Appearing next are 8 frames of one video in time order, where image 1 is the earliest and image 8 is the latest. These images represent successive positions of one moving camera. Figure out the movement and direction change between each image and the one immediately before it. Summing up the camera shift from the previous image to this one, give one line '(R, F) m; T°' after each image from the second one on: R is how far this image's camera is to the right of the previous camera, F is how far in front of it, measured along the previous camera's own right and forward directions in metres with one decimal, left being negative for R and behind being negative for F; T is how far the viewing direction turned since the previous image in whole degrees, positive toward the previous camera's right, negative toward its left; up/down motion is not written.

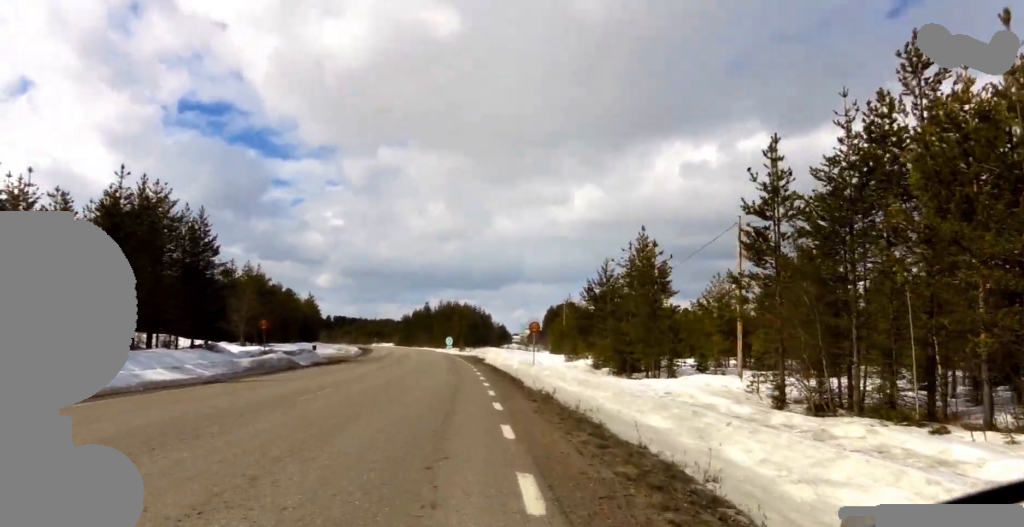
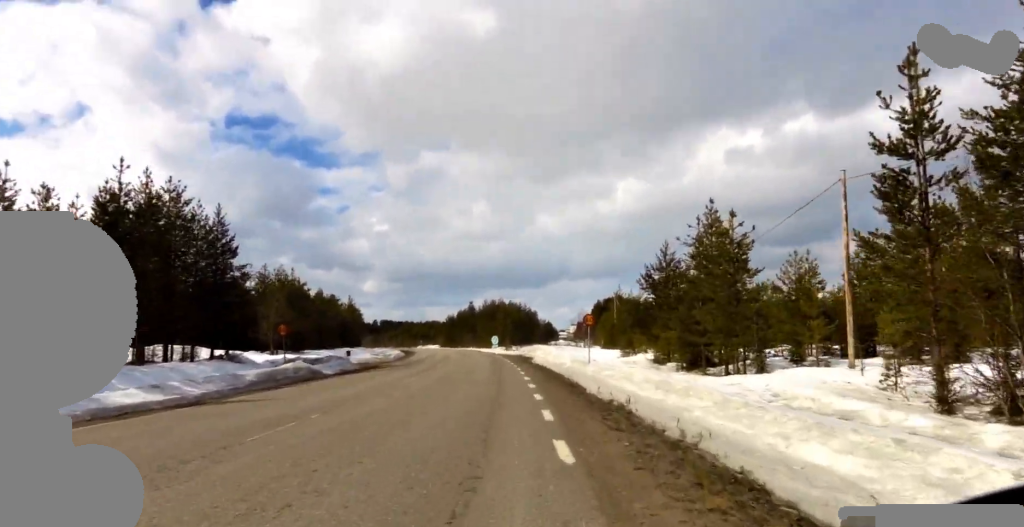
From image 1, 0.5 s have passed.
(+0.1, +4.5) m; 0°
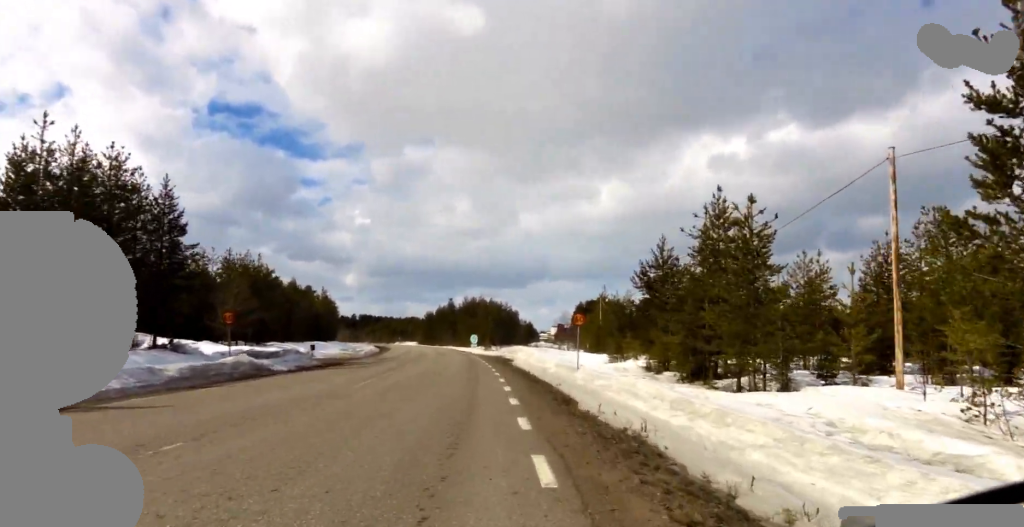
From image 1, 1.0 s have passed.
(-0.1, +3.6) m; 0°
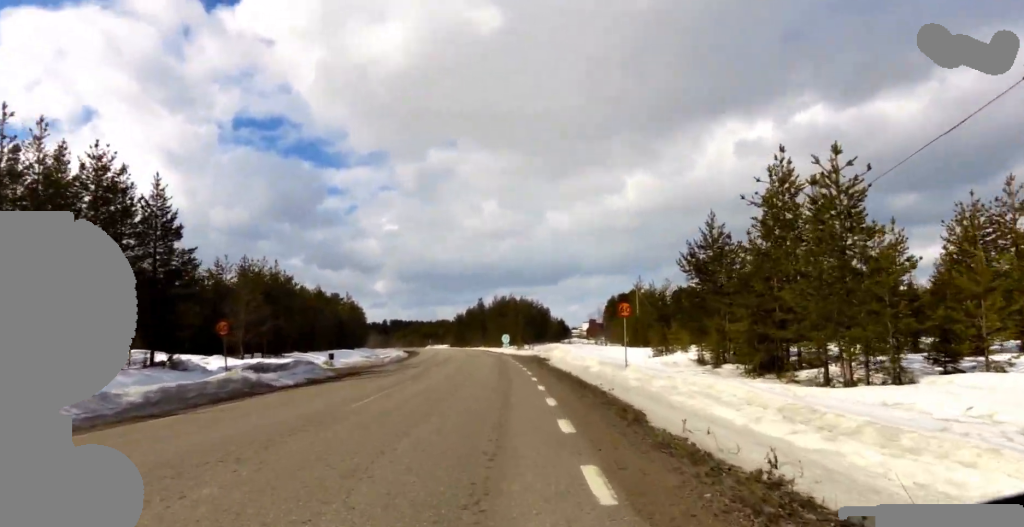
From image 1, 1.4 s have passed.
(-0.1, +3.6) m; 0°
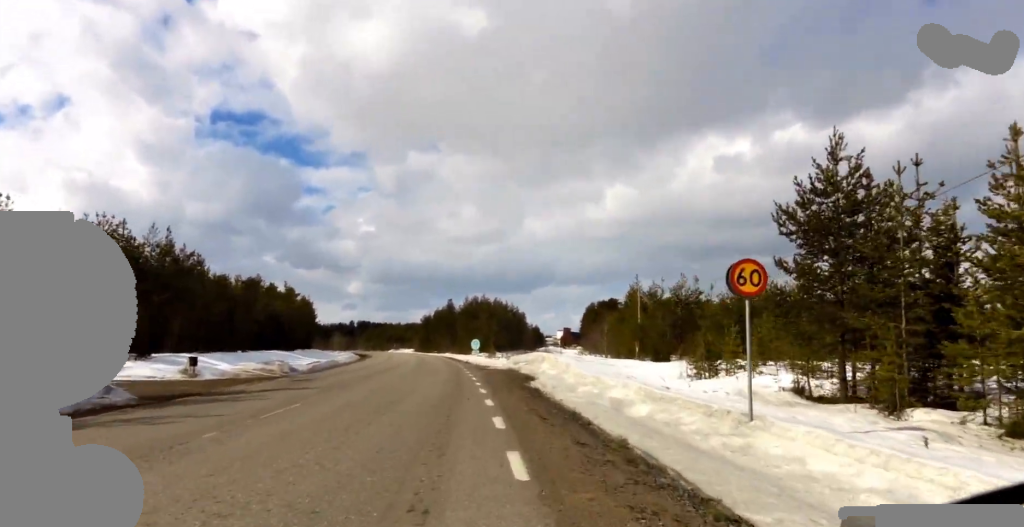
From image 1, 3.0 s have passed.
(+0.1, +14.0) m; -1°
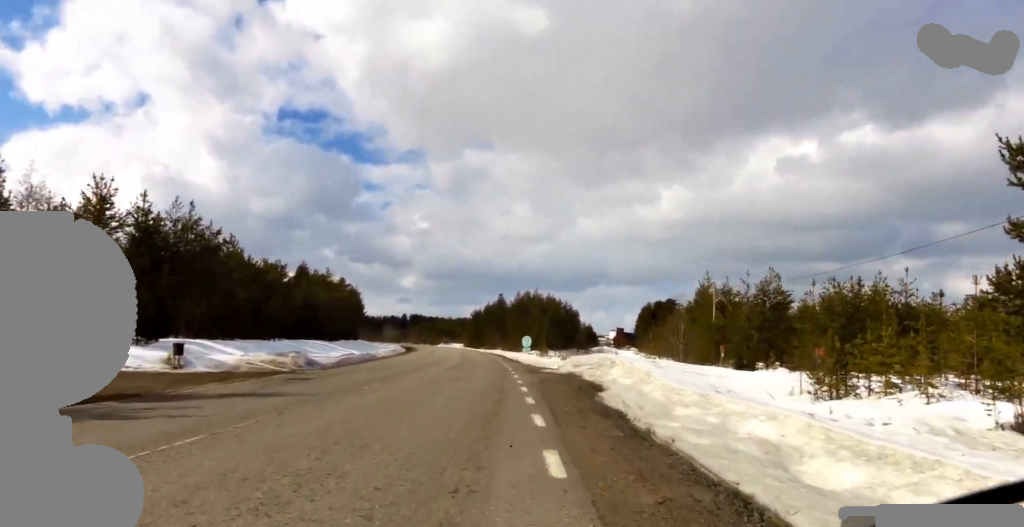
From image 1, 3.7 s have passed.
(0.0, +6.1) m; 0°
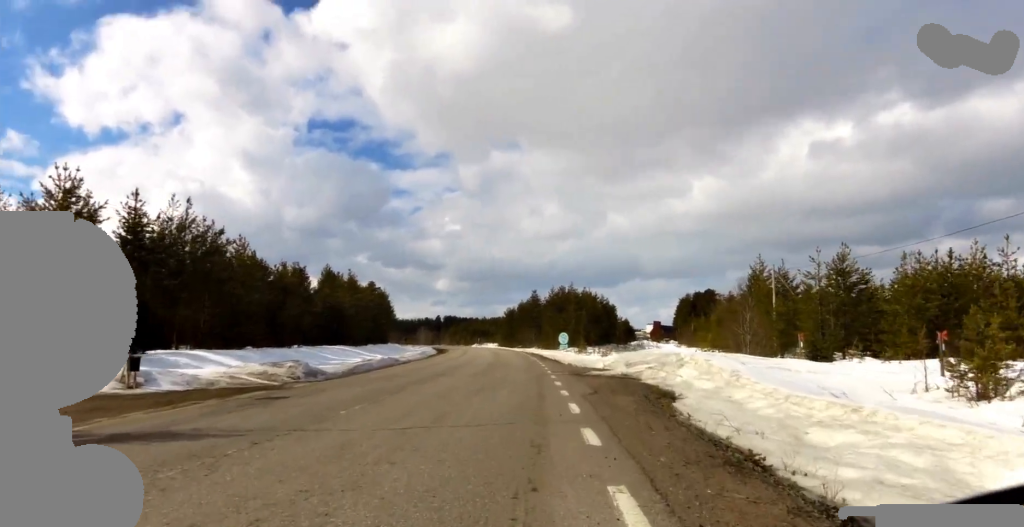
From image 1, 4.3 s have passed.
(0.0, +4.7) m; 0°
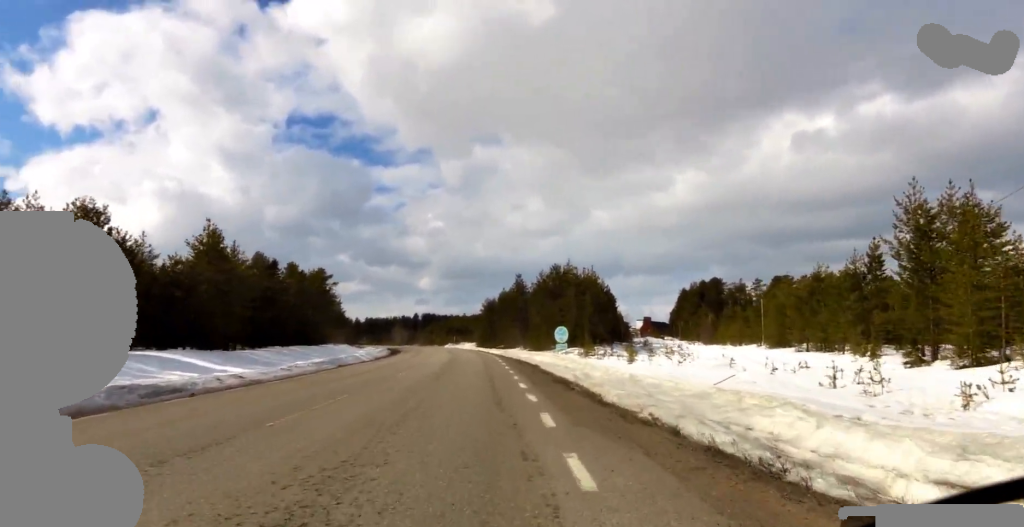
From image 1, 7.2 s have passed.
(0.0, +26.1) m; 0°
